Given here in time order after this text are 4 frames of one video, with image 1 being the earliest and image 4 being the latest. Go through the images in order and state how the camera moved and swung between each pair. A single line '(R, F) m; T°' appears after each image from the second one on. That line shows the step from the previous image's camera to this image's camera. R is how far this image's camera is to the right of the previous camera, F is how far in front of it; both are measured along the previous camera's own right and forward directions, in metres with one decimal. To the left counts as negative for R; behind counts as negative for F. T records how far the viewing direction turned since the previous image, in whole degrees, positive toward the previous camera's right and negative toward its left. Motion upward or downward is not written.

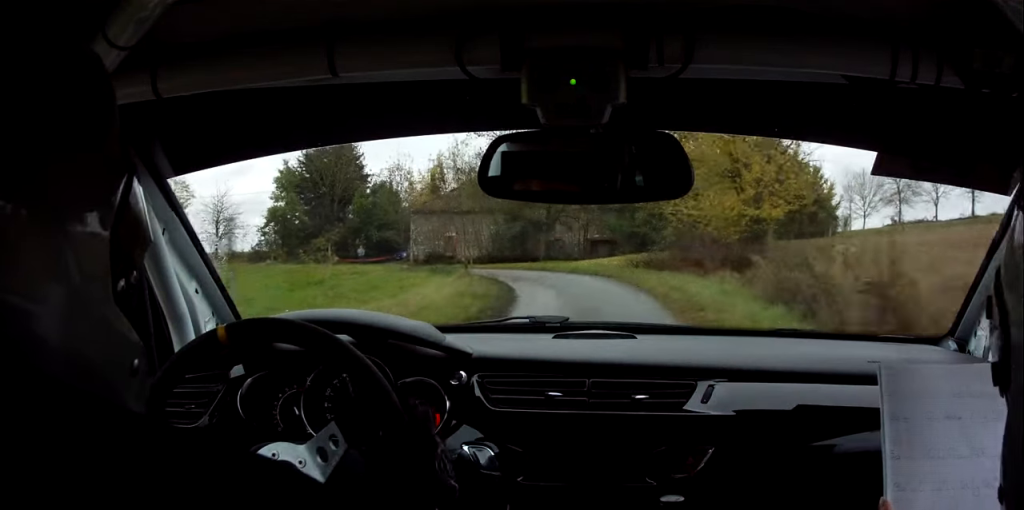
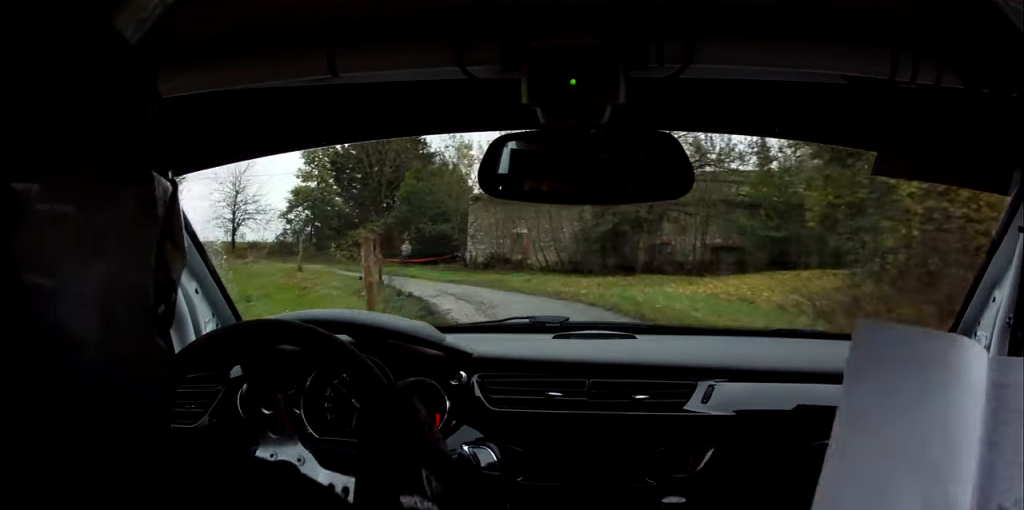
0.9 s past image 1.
(-1.2, +17.7) m; -12°
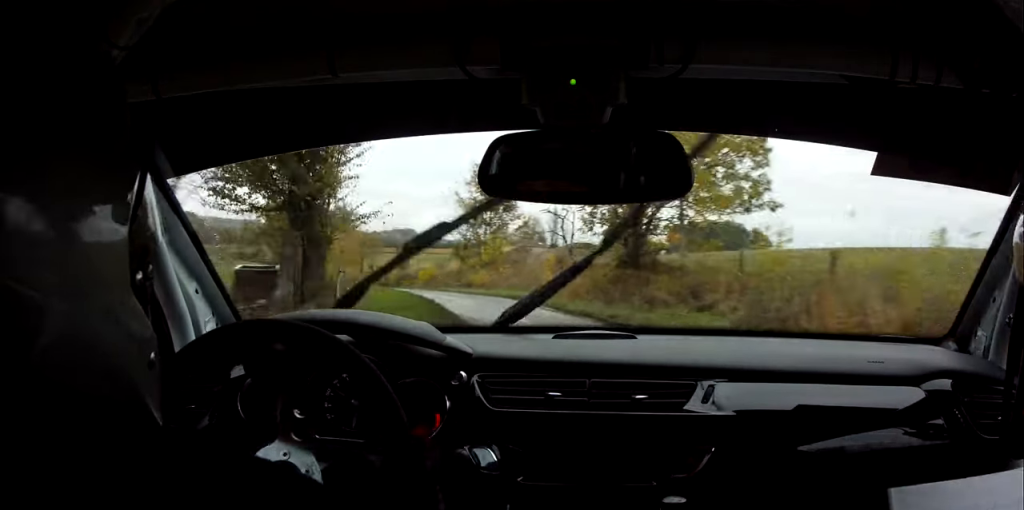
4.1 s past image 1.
(-24.0, +49.1) m; -53°
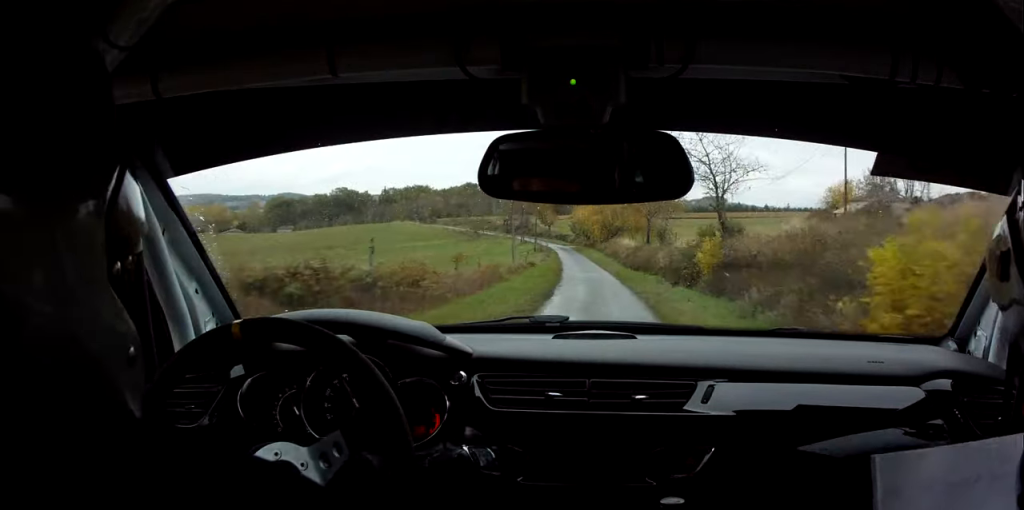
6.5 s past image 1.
(-14.3, +50.4) m; -22°
